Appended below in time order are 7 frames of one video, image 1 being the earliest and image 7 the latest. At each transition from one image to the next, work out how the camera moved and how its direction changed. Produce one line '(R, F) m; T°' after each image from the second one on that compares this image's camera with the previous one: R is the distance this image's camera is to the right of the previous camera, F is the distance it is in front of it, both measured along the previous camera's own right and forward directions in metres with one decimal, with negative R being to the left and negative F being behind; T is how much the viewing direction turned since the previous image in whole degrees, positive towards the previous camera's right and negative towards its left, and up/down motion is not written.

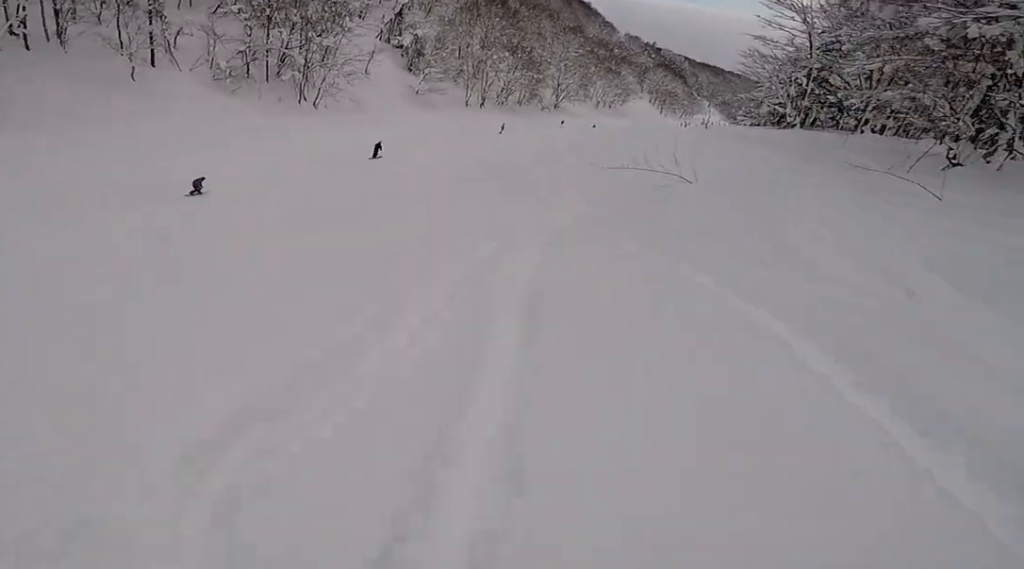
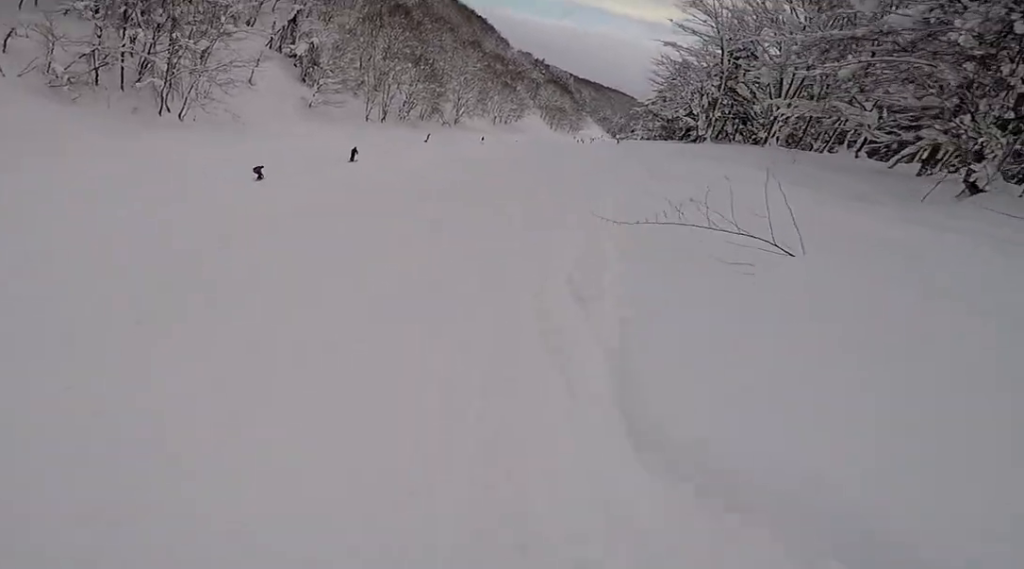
(+0.8, +6.1) m; +24°
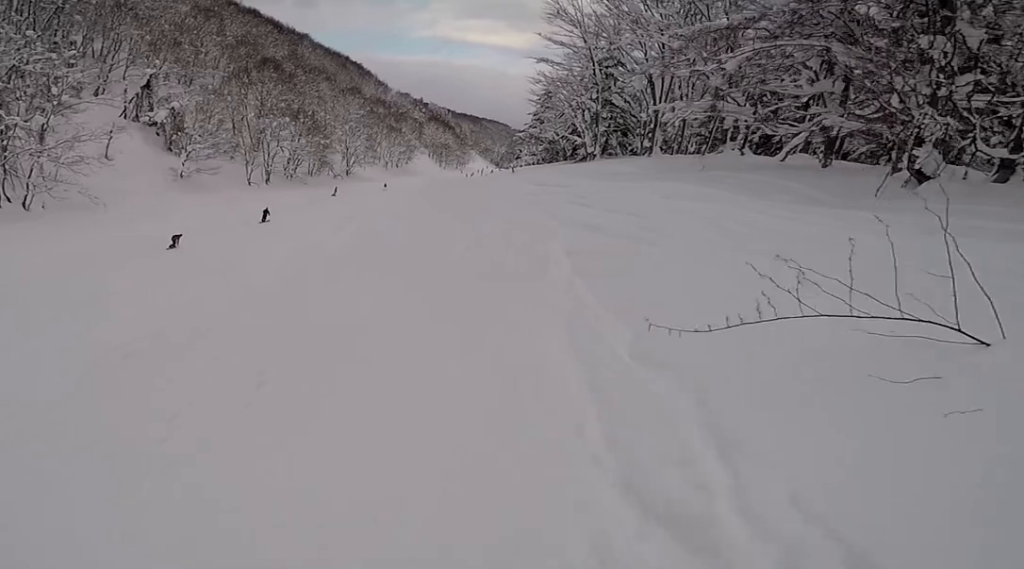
(+0.3, +2.9) m; +5°
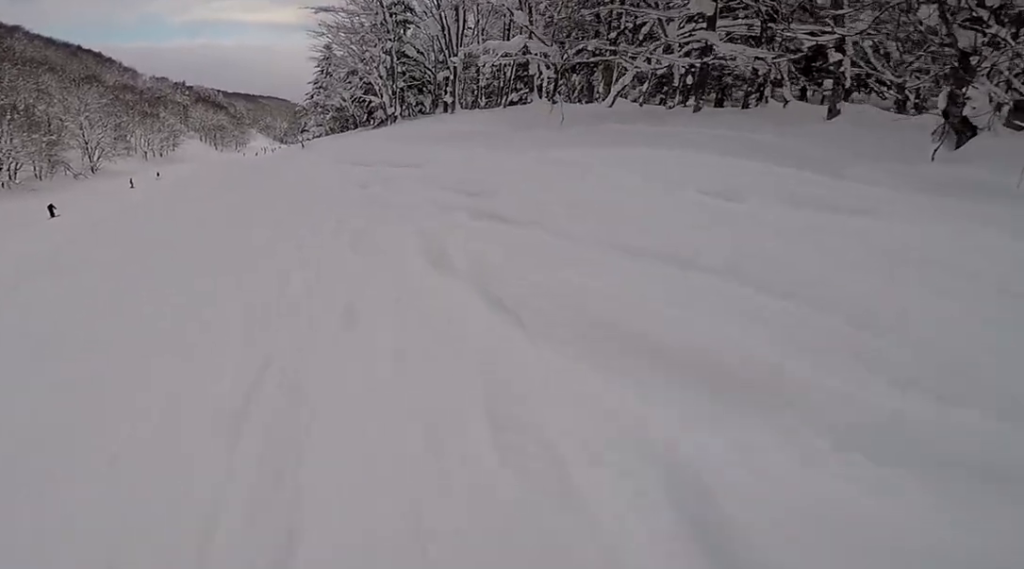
(+0.4, +7.0) m; +16°
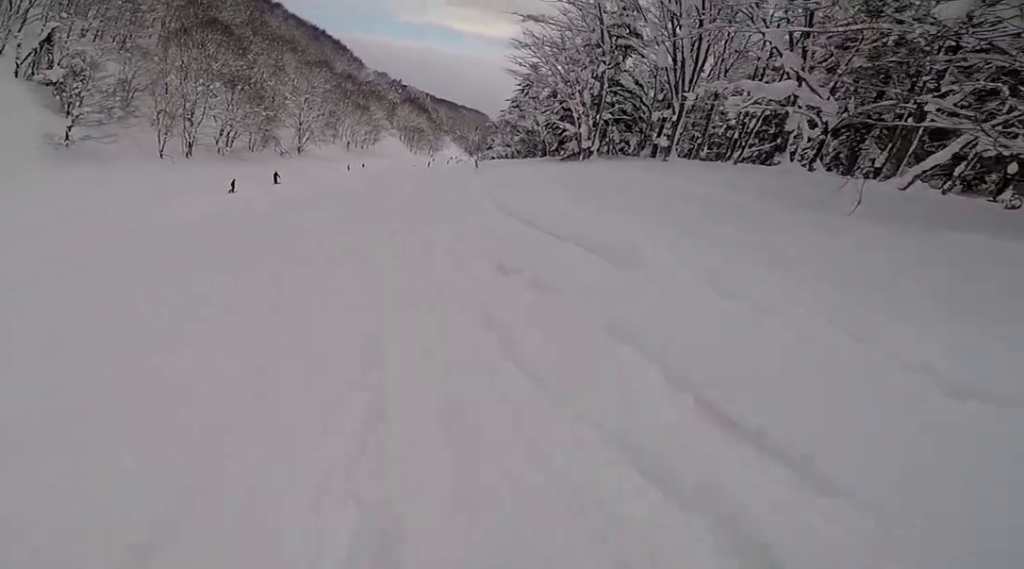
(+0.1, +4.1) m; -9°
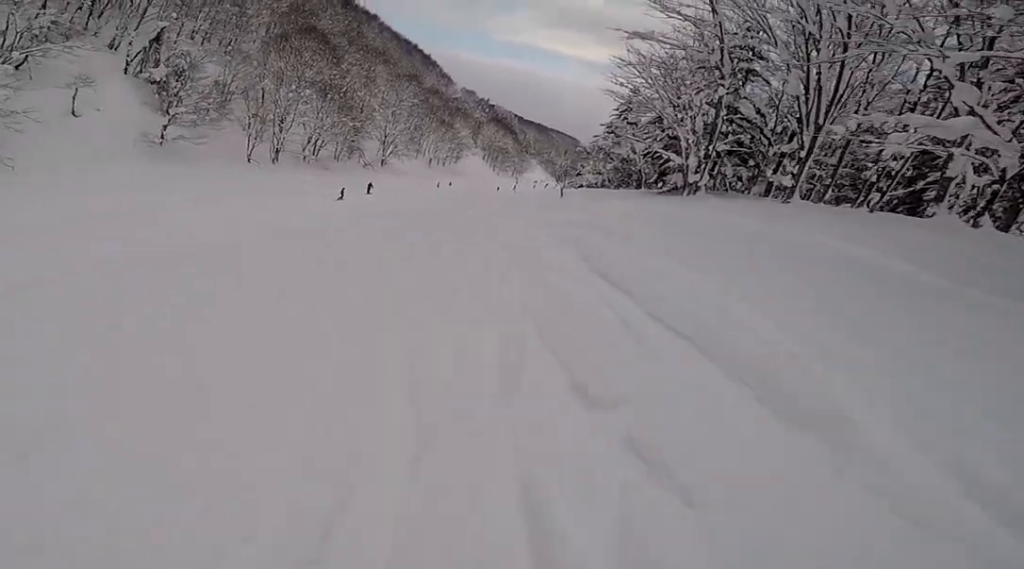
(-0.4, +2.3) m; -4°
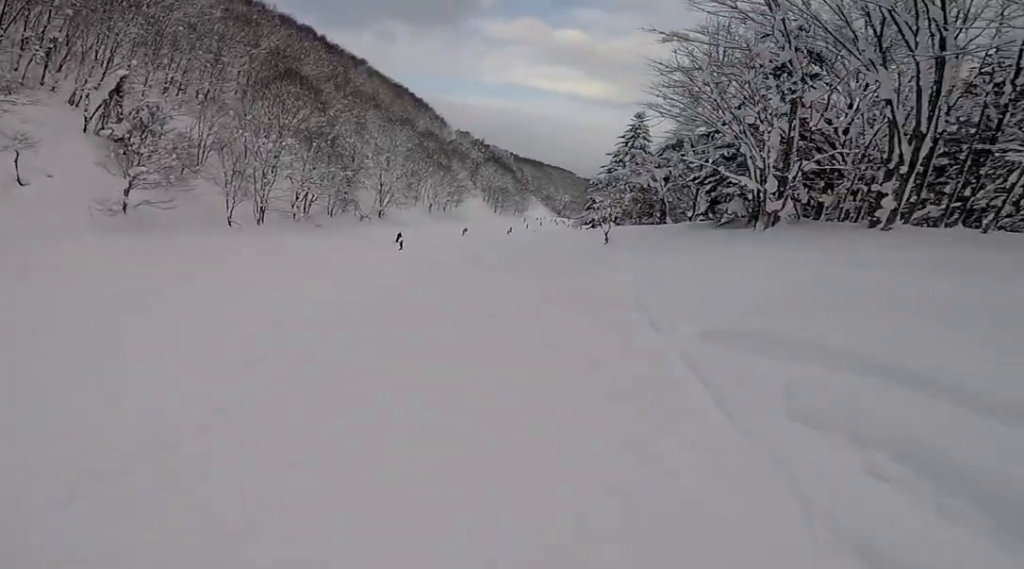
(-0.1, +6.0) m; -3°
